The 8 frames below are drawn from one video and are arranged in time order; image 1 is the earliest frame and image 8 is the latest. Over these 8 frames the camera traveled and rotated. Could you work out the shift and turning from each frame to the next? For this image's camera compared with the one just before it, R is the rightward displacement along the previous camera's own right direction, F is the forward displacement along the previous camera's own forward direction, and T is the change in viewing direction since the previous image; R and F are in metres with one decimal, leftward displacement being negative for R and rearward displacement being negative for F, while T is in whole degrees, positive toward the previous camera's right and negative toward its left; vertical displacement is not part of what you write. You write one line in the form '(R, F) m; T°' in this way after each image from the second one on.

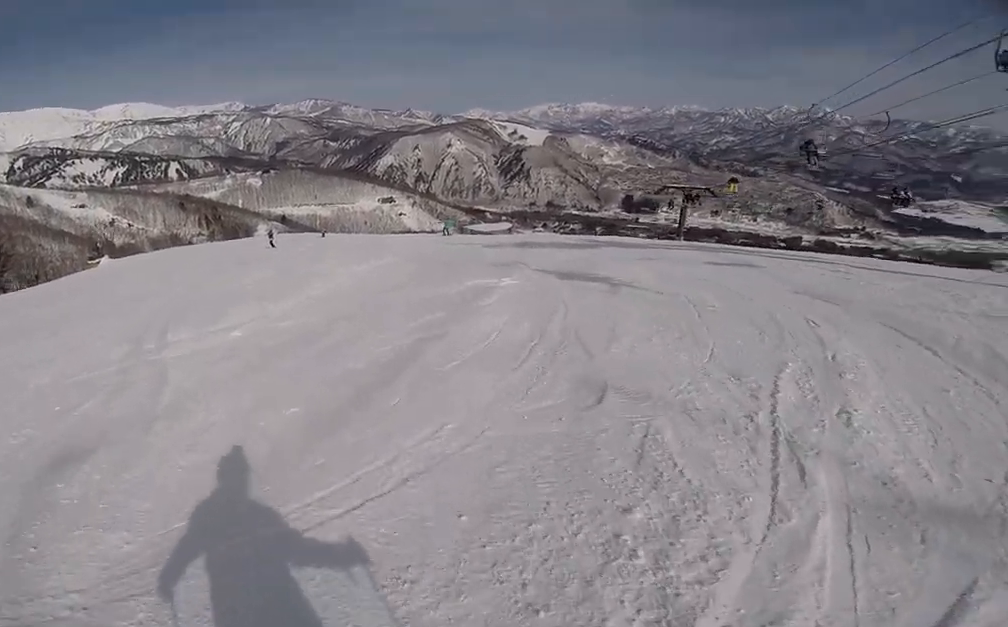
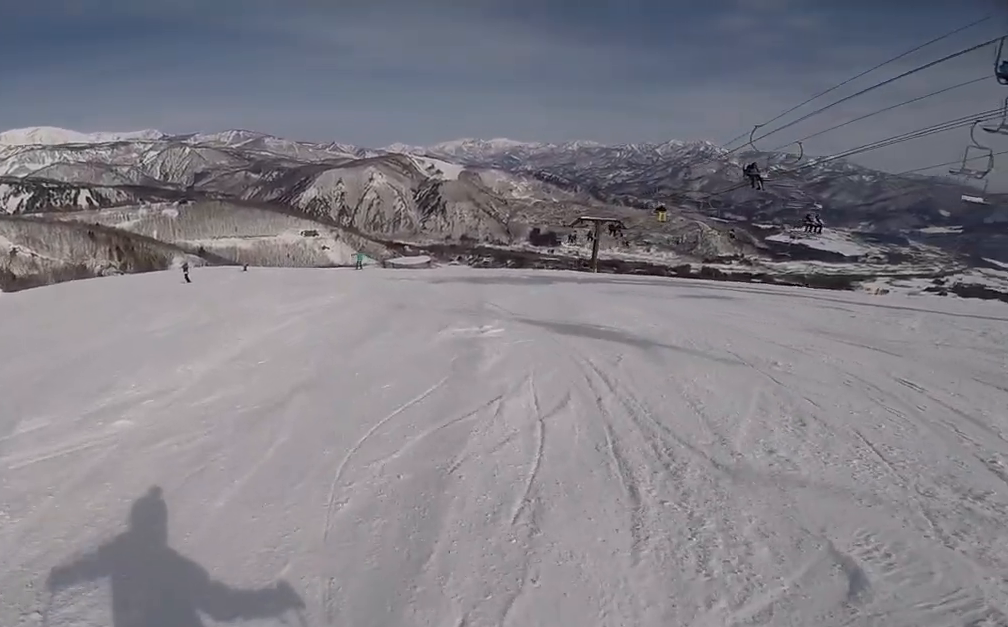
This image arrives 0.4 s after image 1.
(+0.1, +2.0) m; +9°
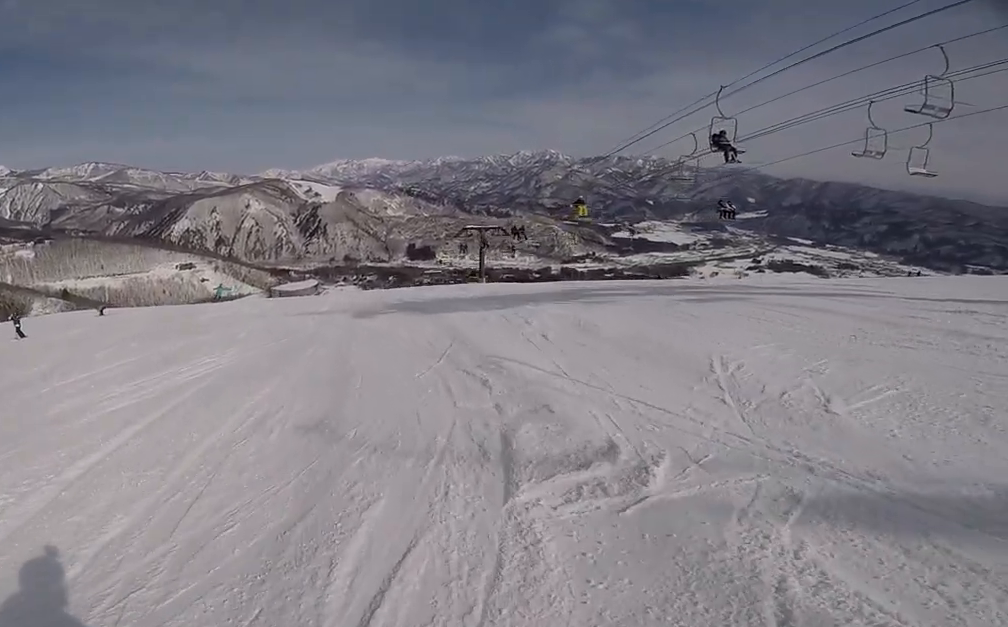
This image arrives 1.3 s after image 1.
(+0.7, +4.6) m; +7°
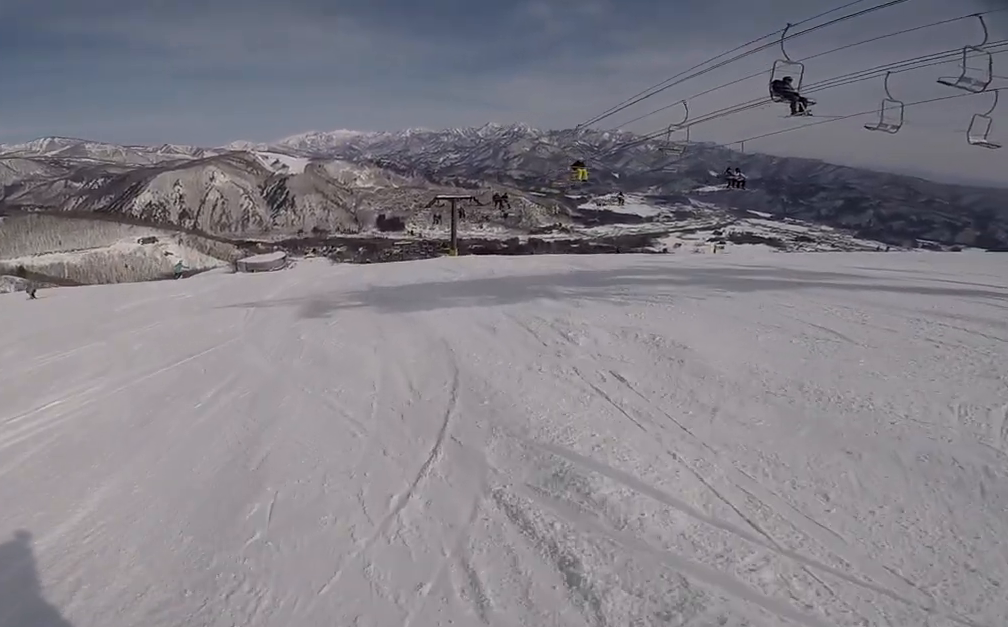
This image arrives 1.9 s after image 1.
(+0.1, +3.1) m; -6°
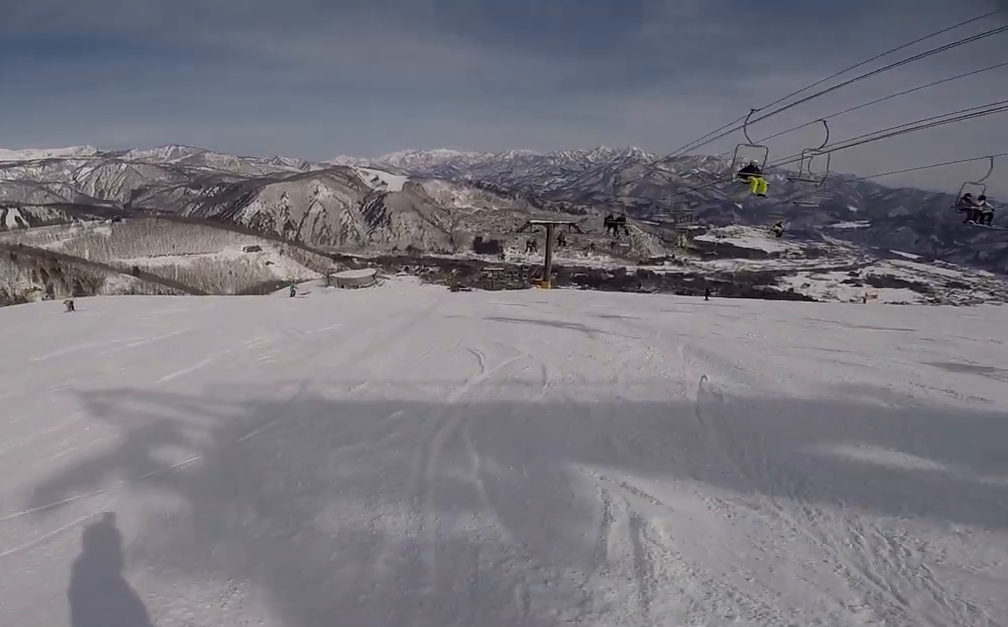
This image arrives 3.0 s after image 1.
(-1.0, +5.9) m; -27°
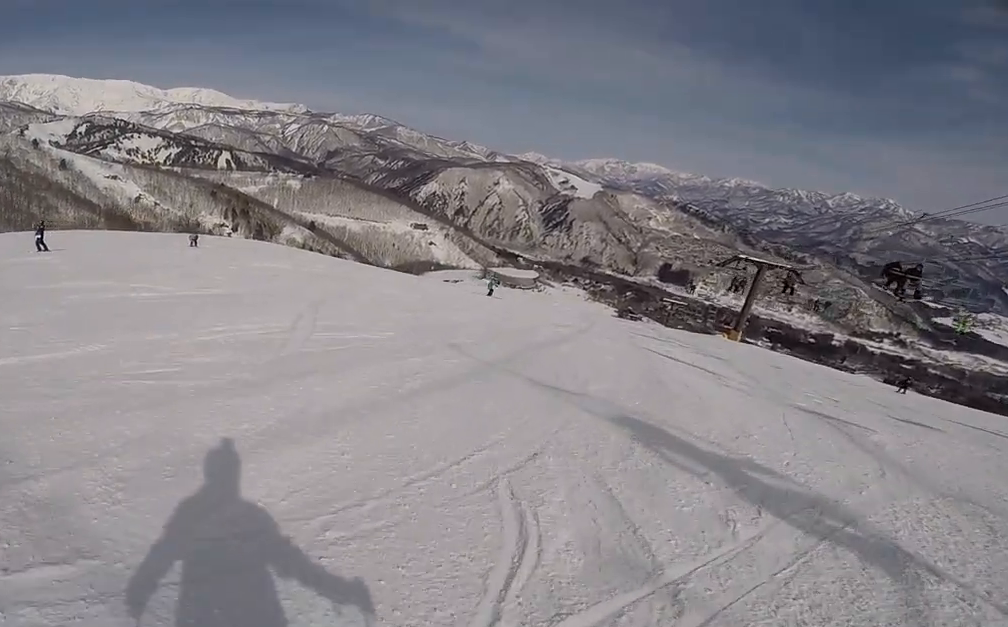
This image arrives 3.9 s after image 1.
(-1.1, +4.7) m; -24°
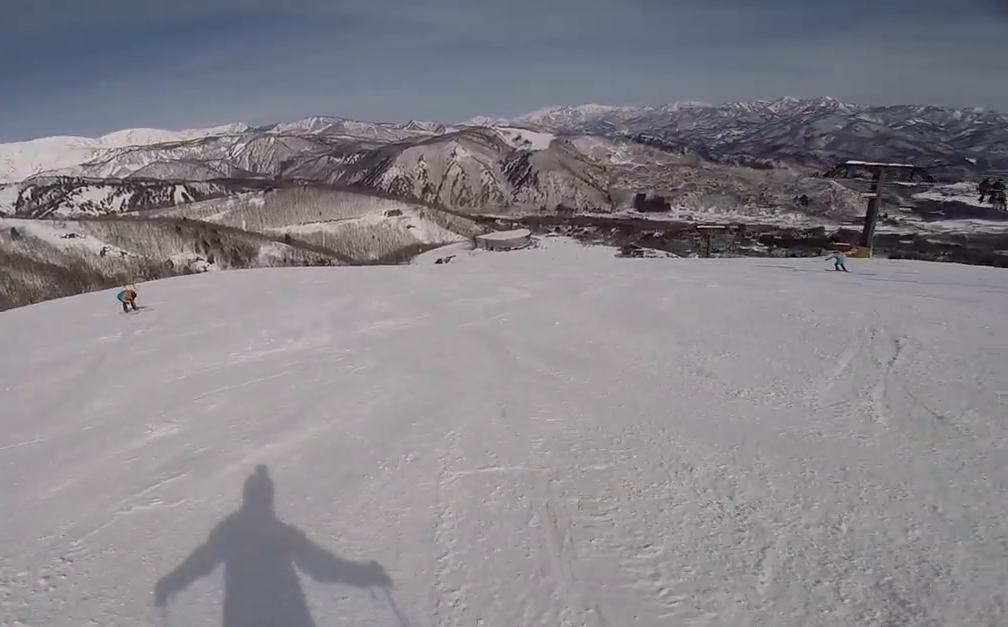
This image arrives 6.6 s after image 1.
(-1.6, +14.1) m; +31°
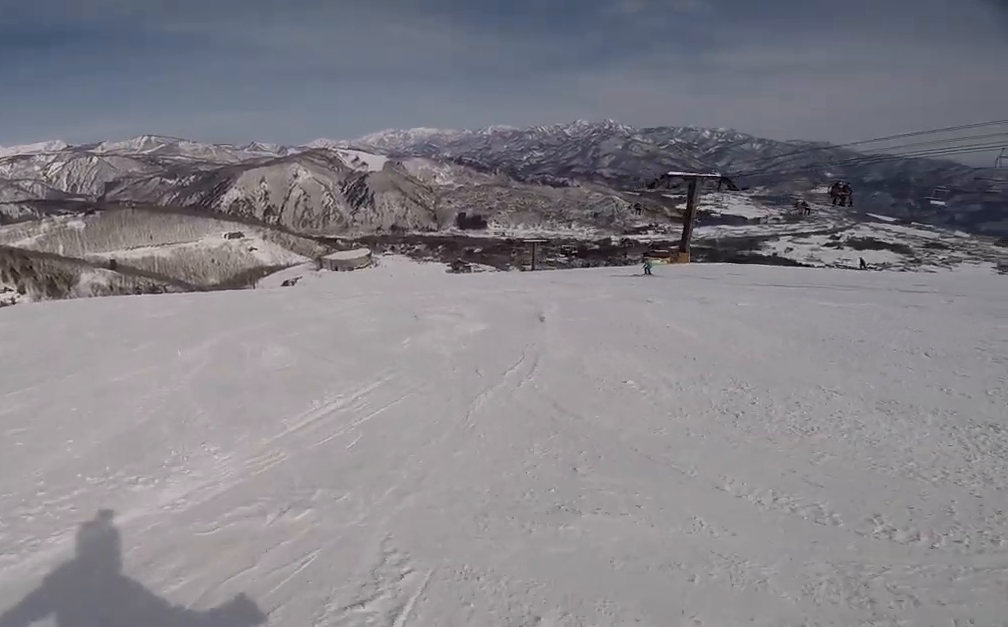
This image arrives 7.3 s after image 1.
(+1.6, +3.6) m; +21°
